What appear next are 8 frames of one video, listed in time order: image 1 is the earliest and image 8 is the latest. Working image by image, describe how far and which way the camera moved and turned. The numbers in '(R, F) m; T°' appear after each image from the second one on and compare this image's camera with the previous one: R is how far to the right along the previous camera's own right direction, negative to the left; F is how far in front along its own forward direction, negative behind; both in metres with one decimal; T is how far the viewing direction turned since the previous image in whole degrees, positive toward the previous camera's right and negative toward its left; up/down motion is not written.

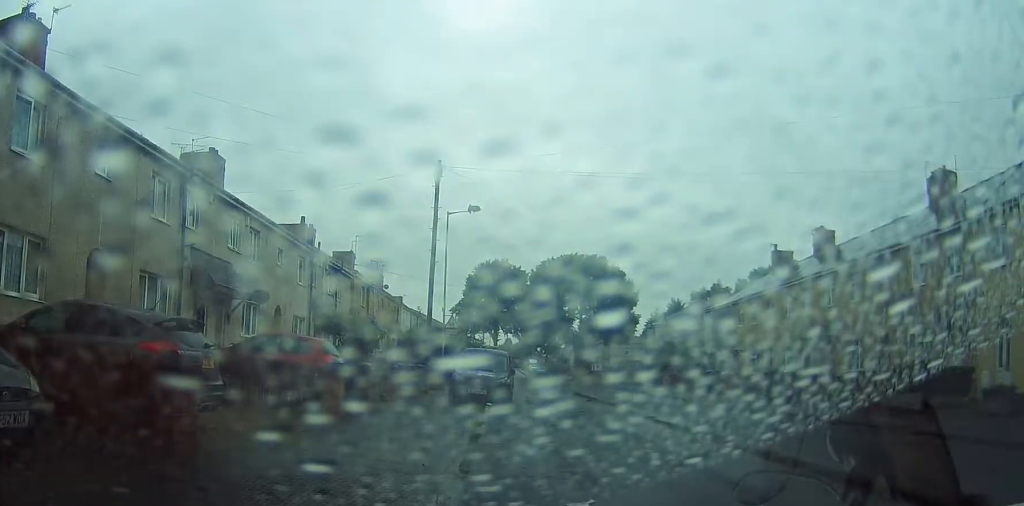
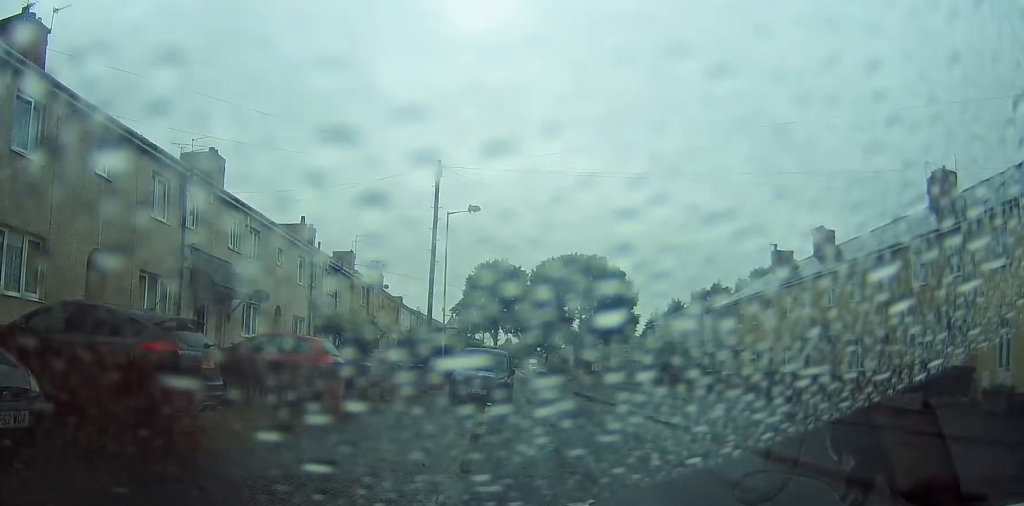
(+0.1, +0.2) m; 0°
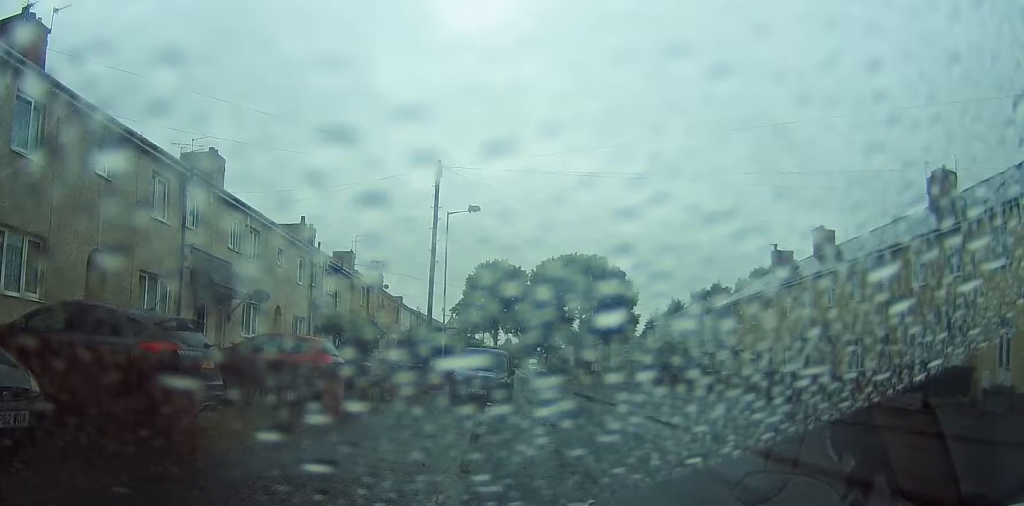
(0.0, +0.1) m; 0°
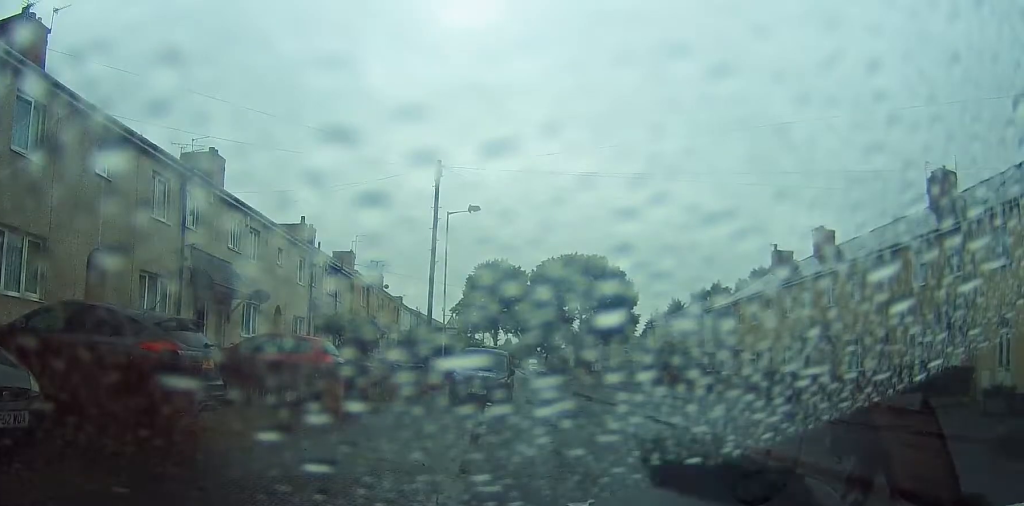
(0.0, 0.0) m; 0°
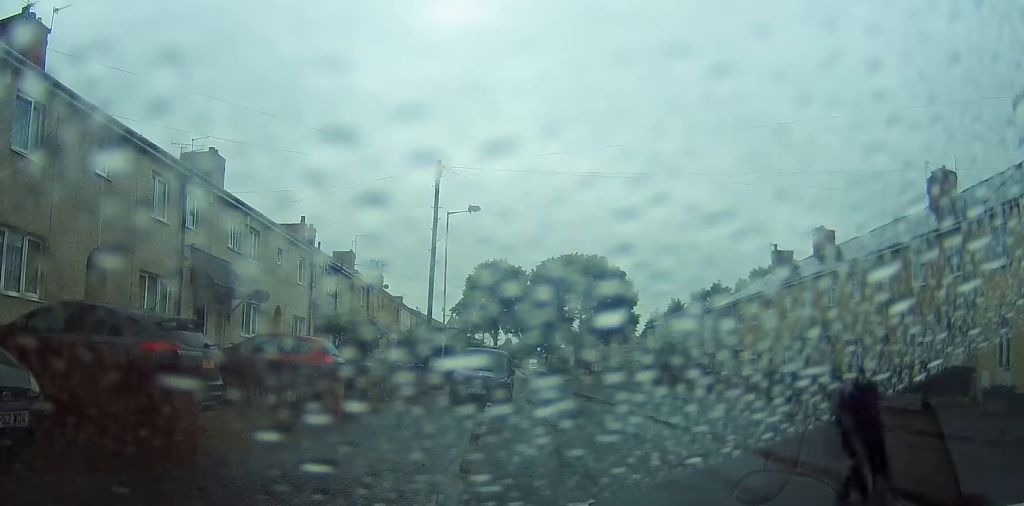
(0.0, 0.0) m; 0°
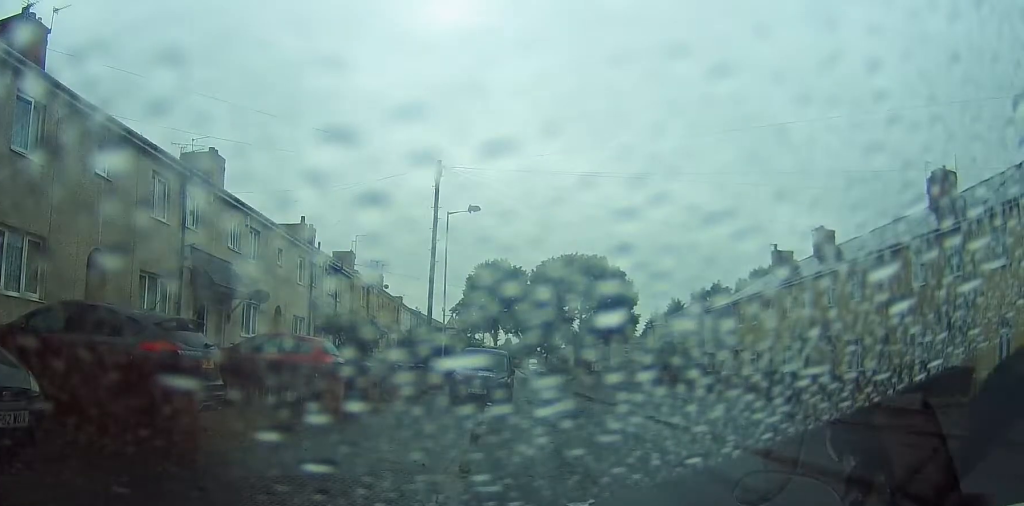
(0.0, 0.0) m; 0°
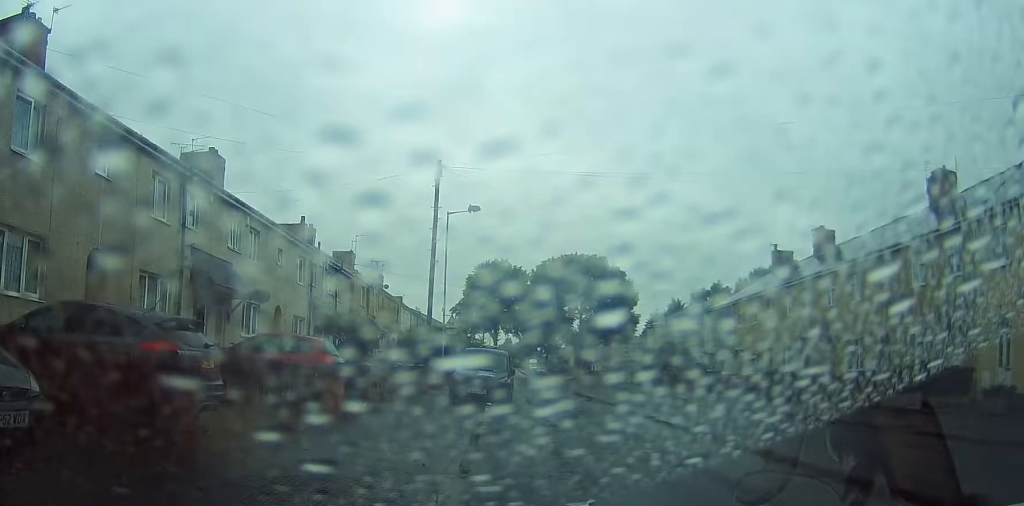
(0.0, 0.0) m; 0°
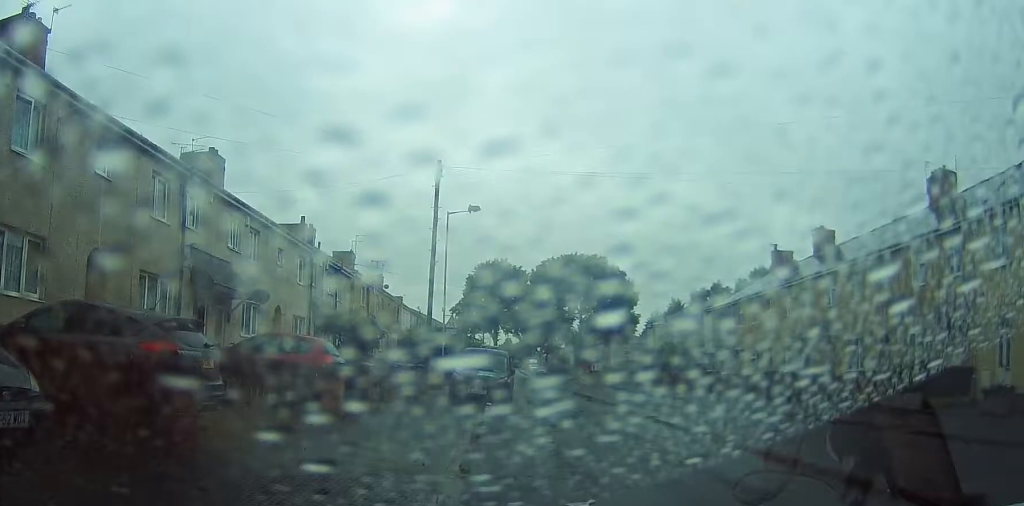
(0.0, 0.0) m; 0°
